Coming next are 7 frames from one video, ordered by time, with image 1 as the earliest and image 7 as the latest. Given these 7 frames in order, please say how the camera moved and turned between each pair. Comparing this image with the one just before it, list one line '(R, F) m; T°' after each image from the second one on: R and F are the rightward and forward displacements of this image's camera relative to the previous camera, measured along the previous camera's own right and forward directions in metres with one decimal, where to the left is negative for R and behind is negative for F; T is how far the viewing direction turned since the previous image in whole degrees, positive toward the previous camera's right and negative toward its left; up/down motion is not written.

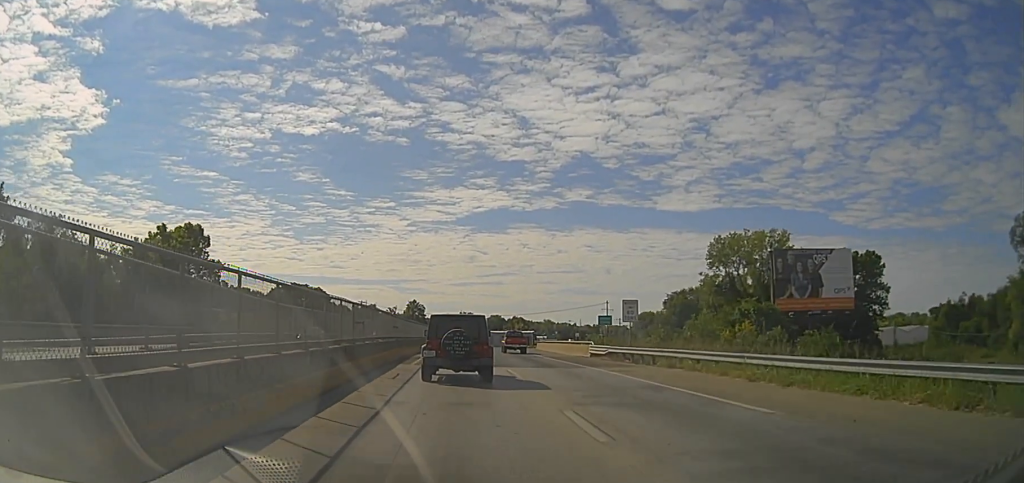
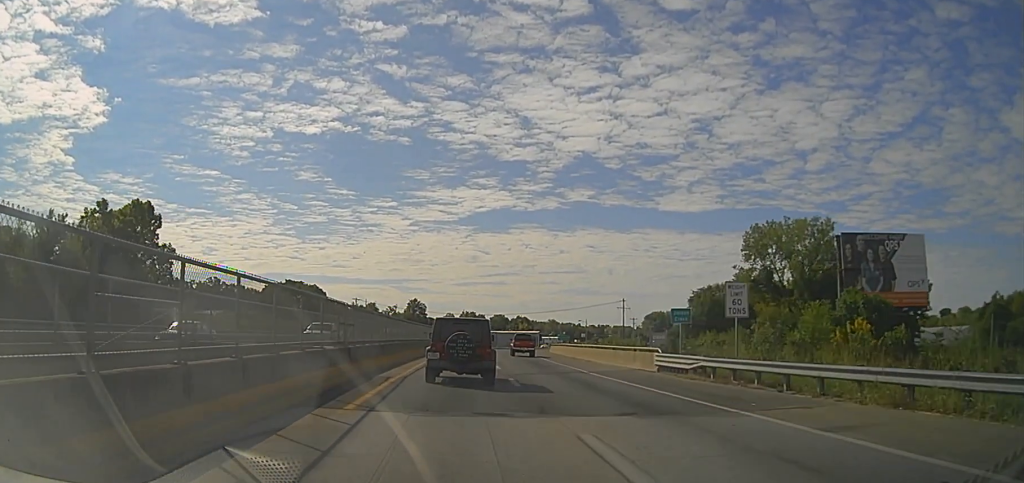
(+0.1, +15.5) m; +1°
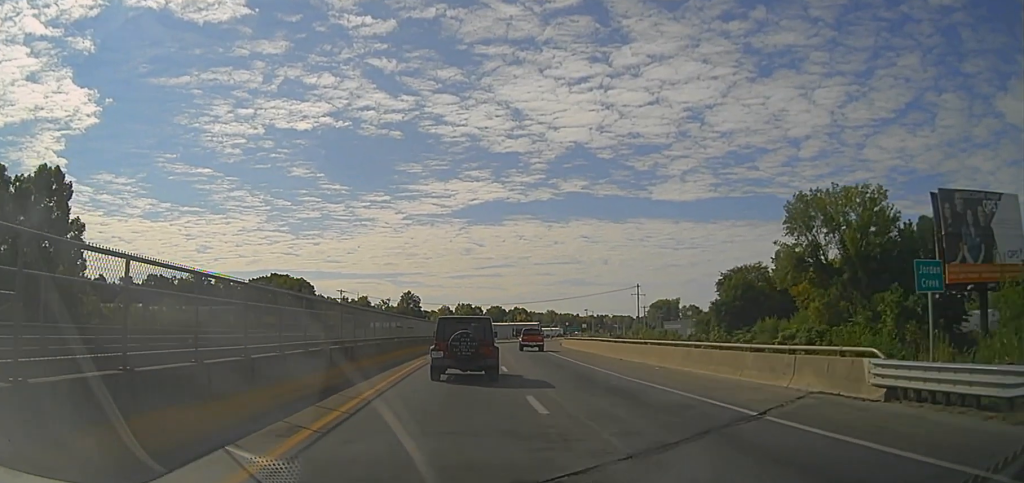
(+0.1, +16.9) m; 0°
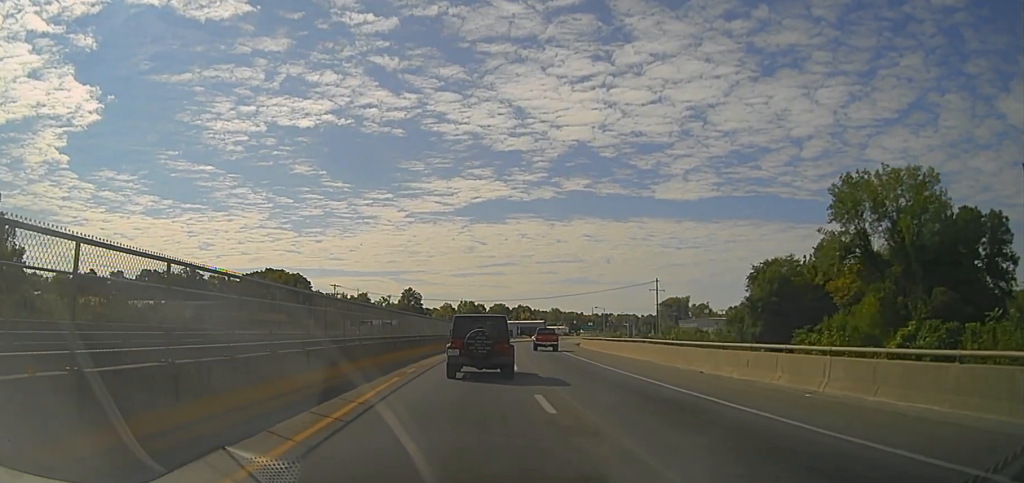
(-0.1, +11.7) m; 0°
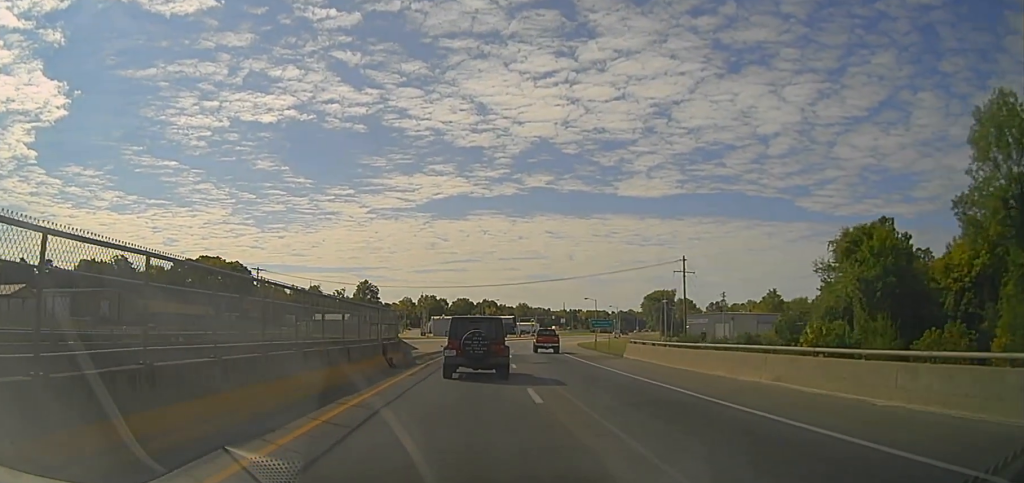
(+0.9, +34.0) m; +3°
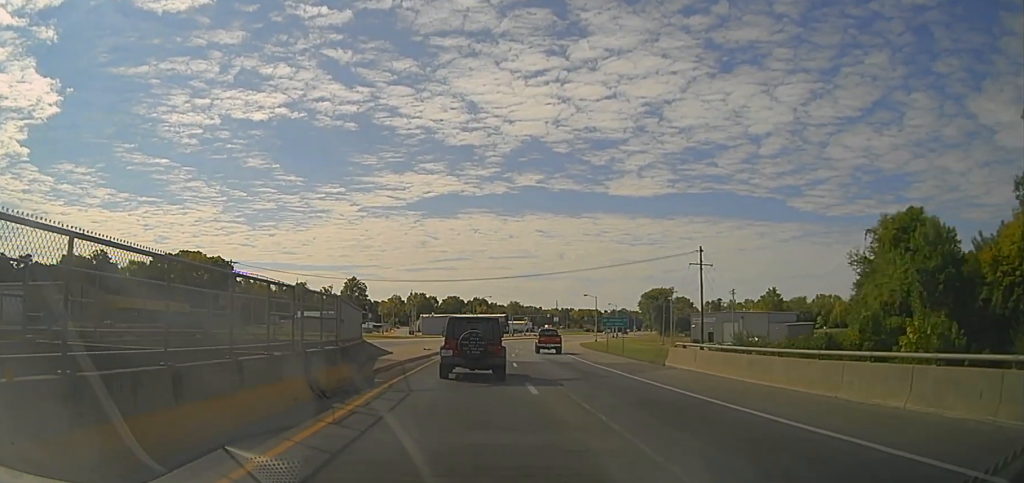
(-0.2, +10.3) m; 0°
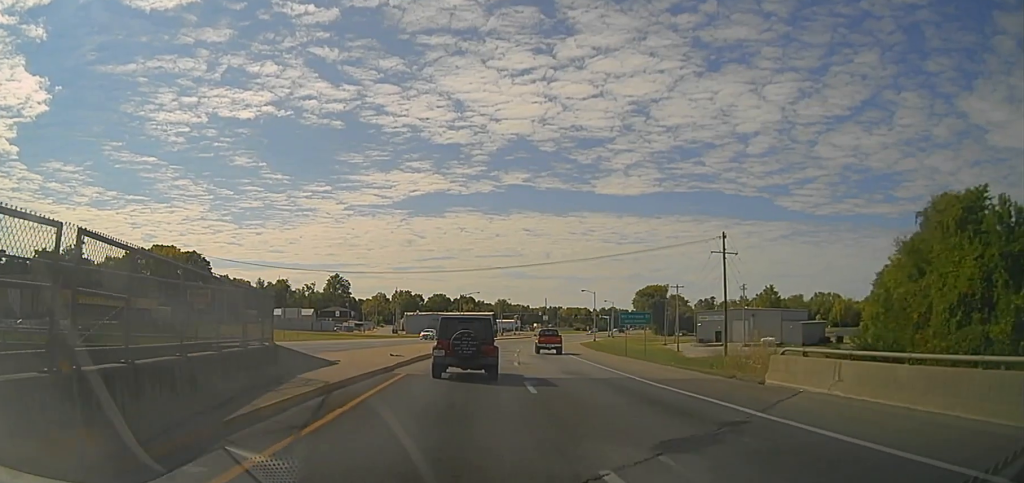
(+0.3, +11.7) m; +2°
